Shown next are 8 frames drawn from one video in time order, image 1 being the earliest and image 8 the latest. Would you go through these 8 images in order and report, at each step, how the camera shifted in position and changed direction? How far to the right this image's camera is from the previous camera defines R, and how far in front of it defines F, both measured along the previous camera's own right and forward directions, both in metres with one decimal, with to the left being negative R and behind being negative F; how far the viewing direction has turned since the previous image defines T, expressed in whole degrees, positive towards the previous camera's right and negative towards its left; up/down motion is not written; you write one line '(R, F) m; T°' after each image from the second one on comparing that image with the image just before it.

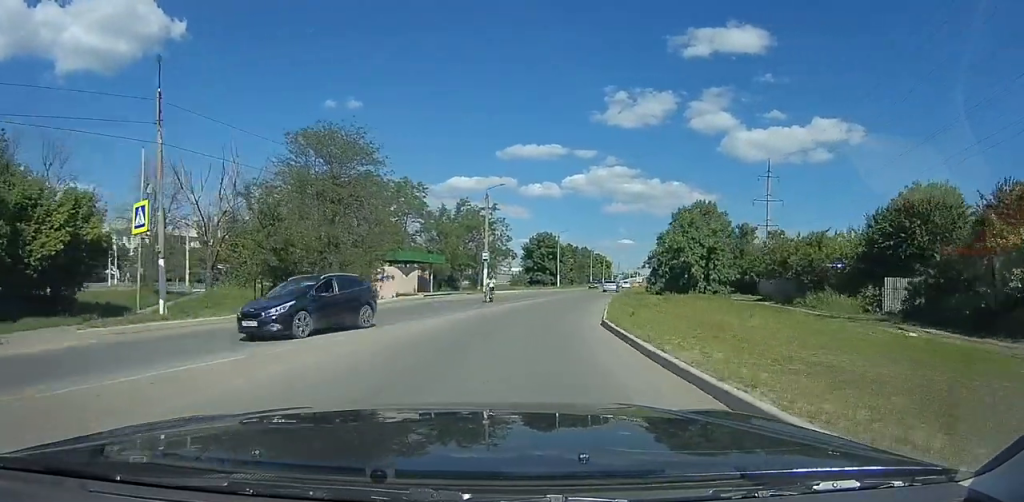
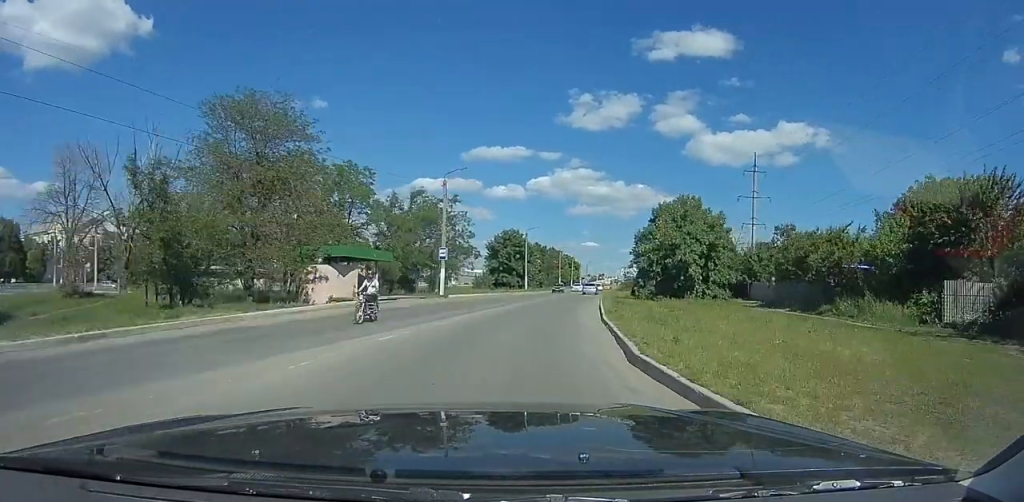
(+0.7, +6.6) m; +6°
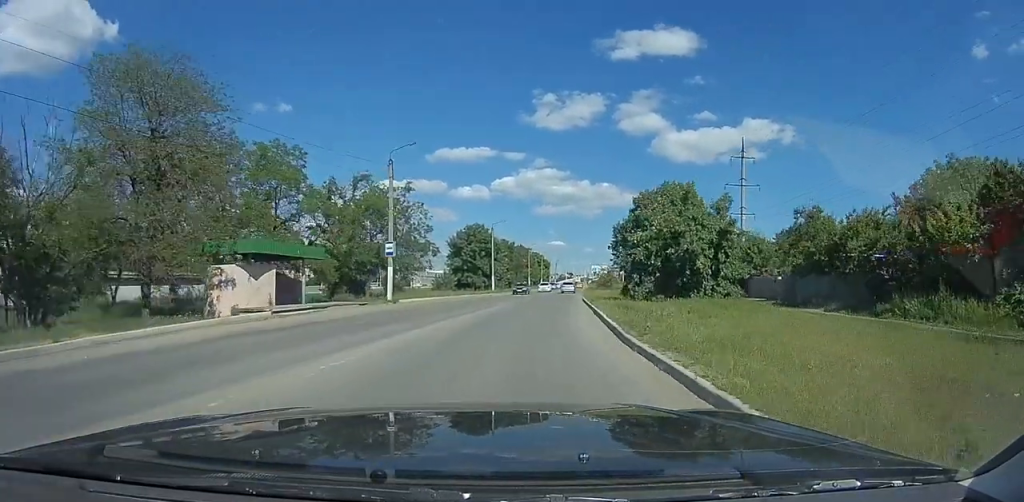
(0.0, +7.4) m; +6°
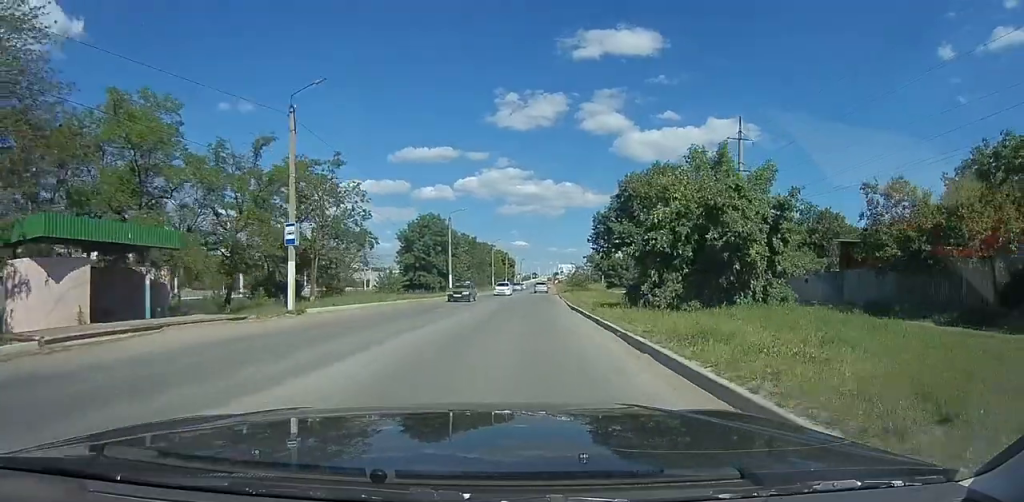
(+1.0, +9.7) m; +7°
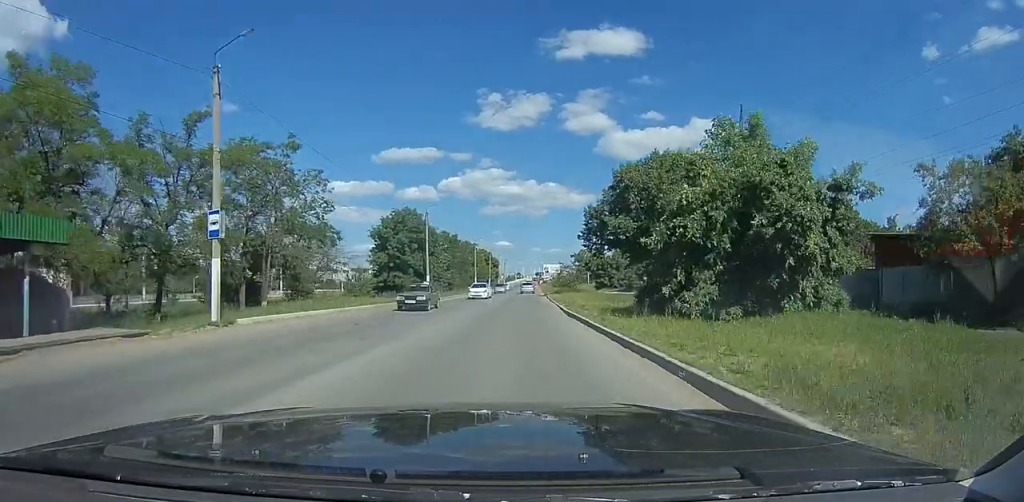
(+0.2, +4.8) m; +2°
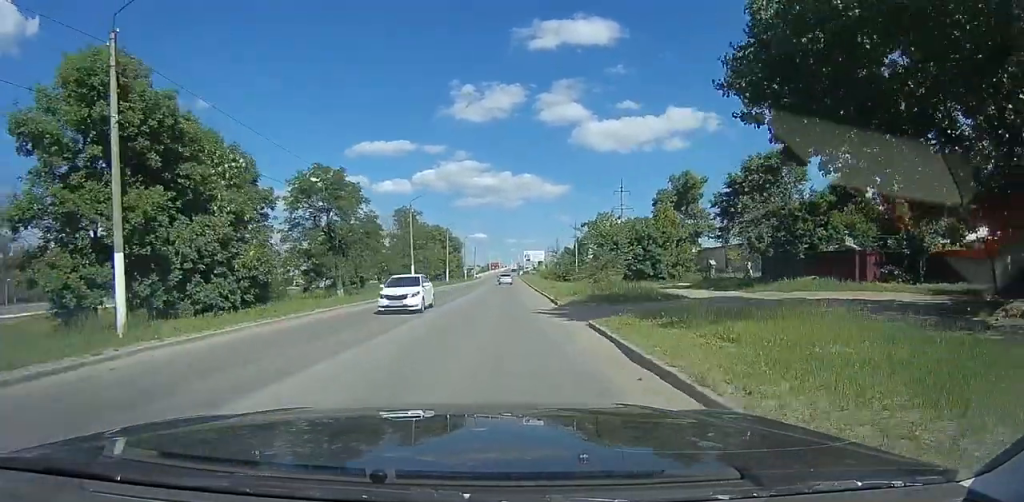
(-0.4, +36.7) m; -1°
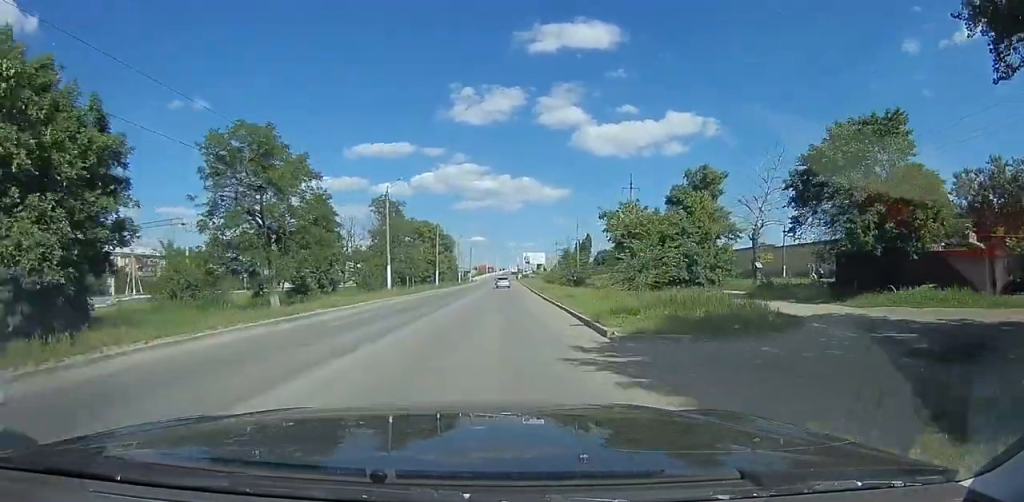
(0.0, +9.2) m; 0°
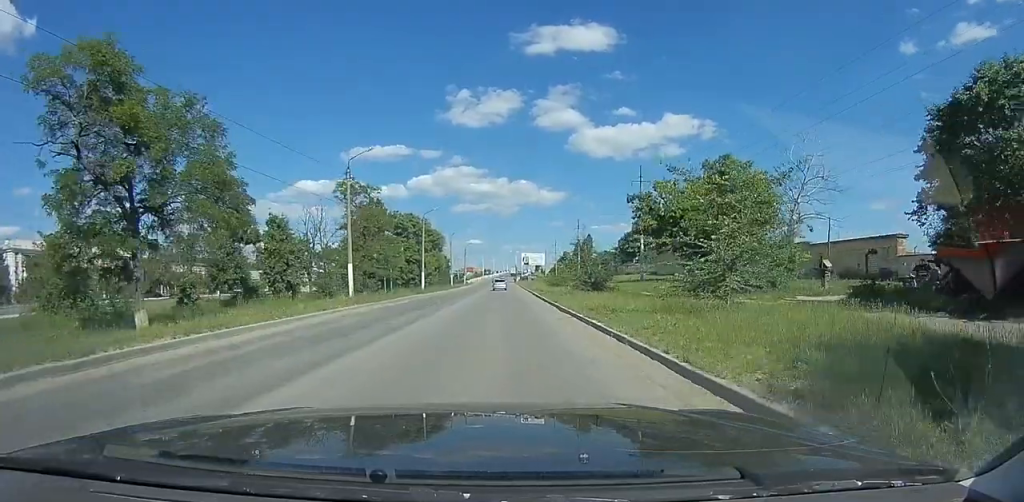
(-0.2, +9.1) m; +5°
